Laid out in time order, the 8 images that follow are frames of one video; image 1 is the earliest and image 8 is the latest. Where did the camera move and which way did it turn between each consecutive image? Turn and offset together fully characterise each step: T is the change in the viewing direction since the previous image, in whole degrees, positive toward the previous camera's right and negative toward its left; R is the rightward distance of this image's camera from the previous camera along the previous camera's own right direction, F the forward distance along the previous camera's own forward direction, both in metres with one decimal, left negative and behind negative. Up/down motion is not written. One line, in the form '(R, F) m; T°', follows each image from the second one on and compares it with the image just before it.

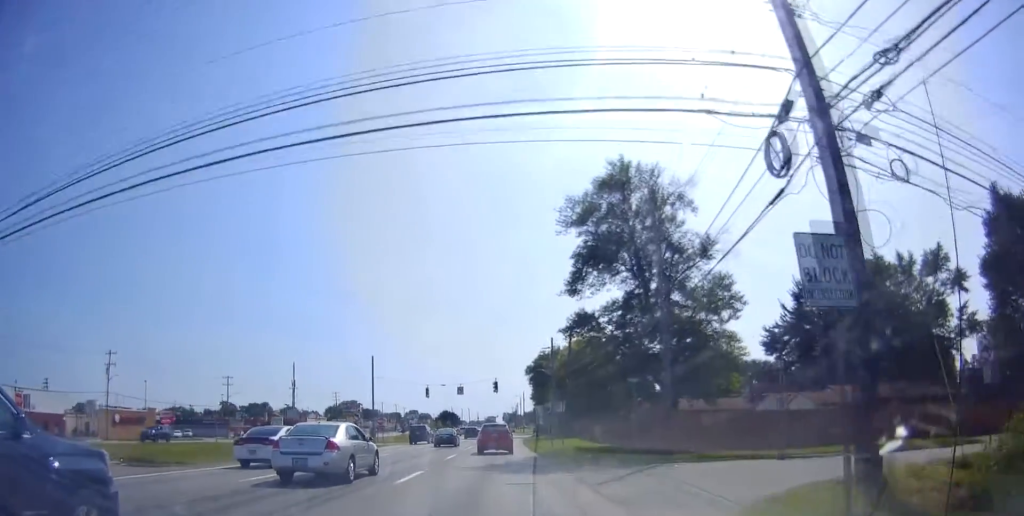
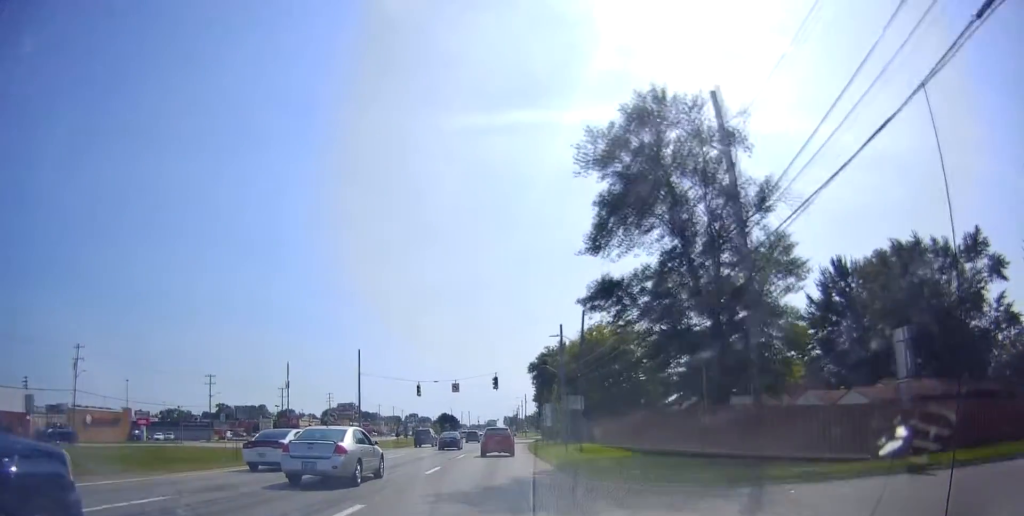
(-0.1, +7.6) m; -1°
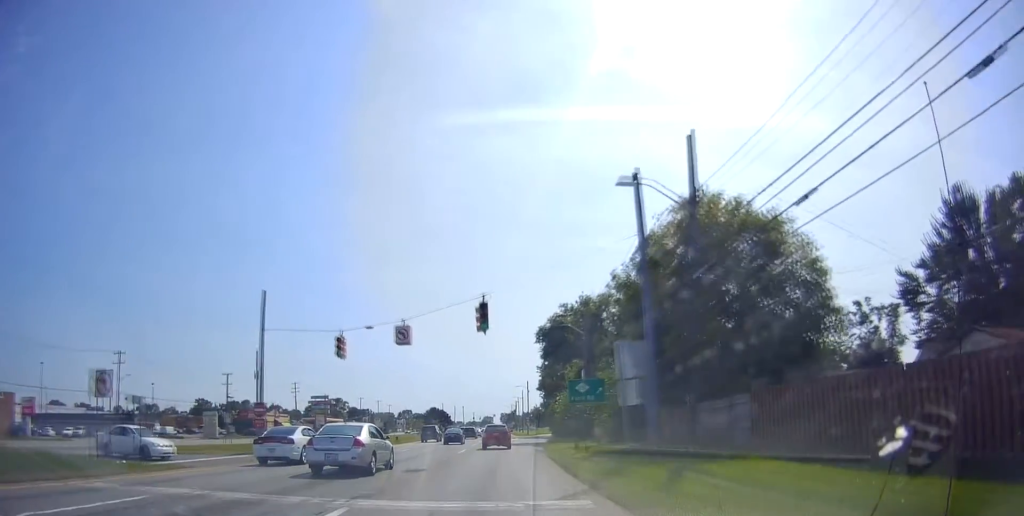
(+0.5, +27.7) m; 0°
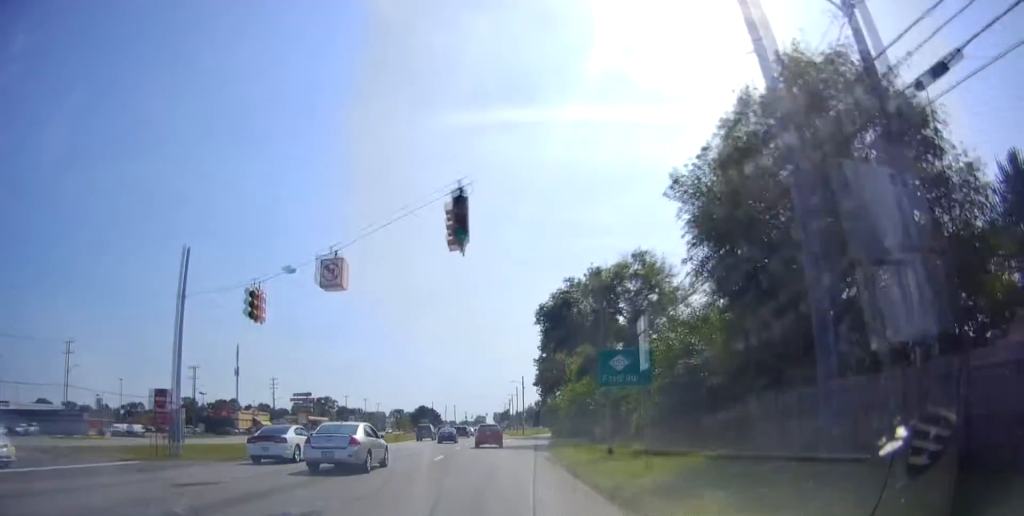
(-0.3, +10.7) m; -1°
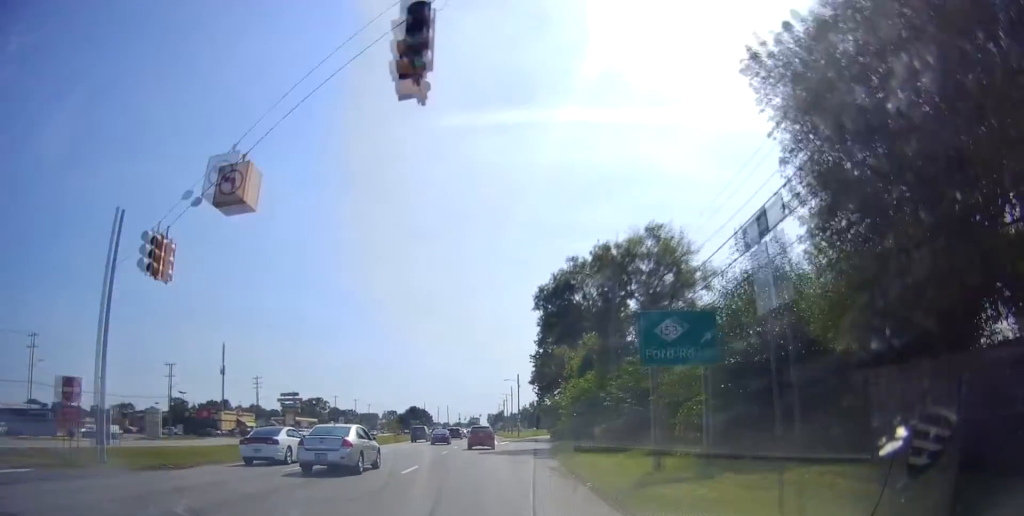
(-0.4, +6.4) m; 0°
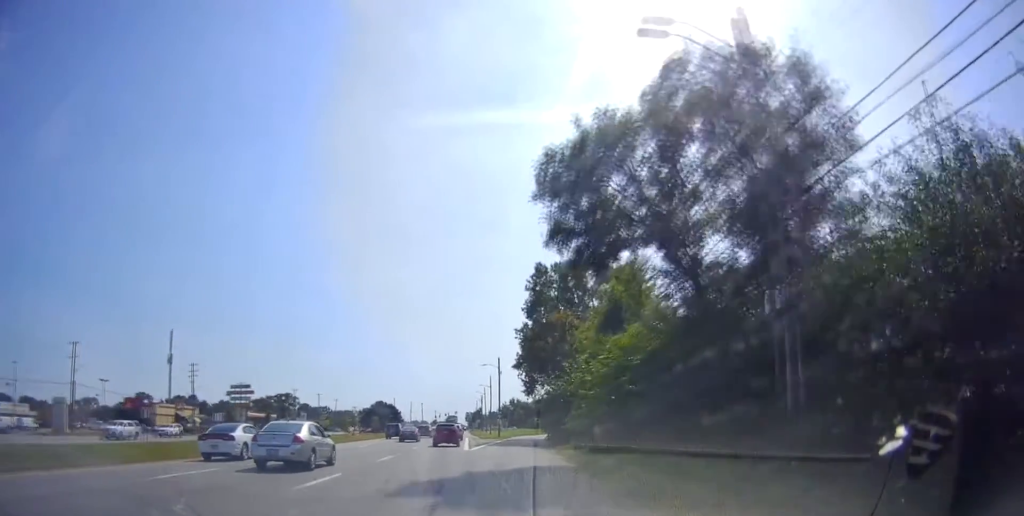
(+1.1, +21.7) m; +5°
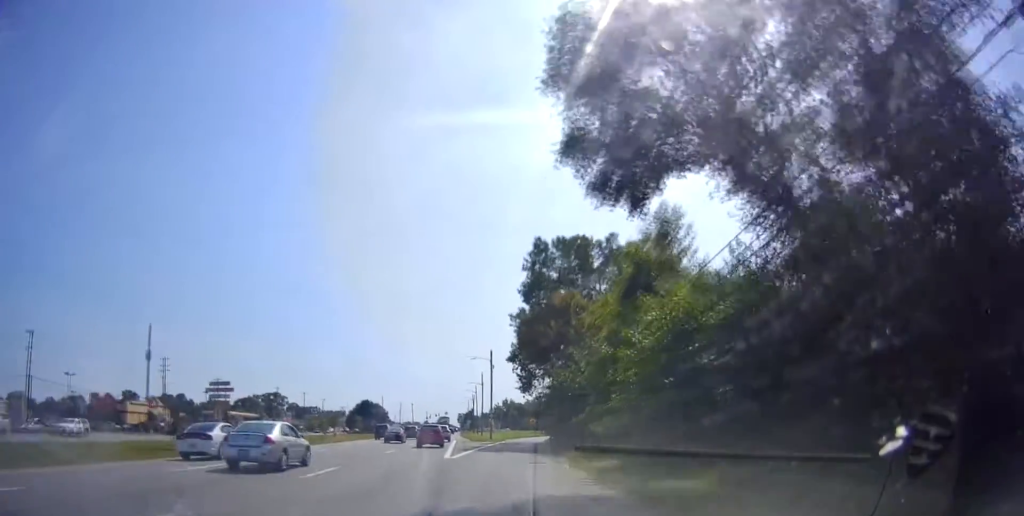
(-0.1, +8.6) m; +2°
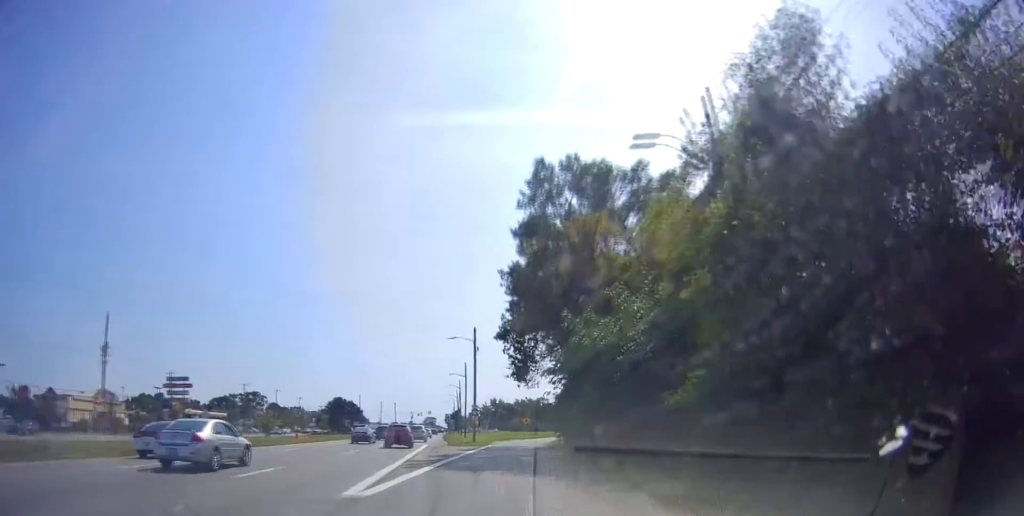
(+0.7, +16.4) m; 0°
